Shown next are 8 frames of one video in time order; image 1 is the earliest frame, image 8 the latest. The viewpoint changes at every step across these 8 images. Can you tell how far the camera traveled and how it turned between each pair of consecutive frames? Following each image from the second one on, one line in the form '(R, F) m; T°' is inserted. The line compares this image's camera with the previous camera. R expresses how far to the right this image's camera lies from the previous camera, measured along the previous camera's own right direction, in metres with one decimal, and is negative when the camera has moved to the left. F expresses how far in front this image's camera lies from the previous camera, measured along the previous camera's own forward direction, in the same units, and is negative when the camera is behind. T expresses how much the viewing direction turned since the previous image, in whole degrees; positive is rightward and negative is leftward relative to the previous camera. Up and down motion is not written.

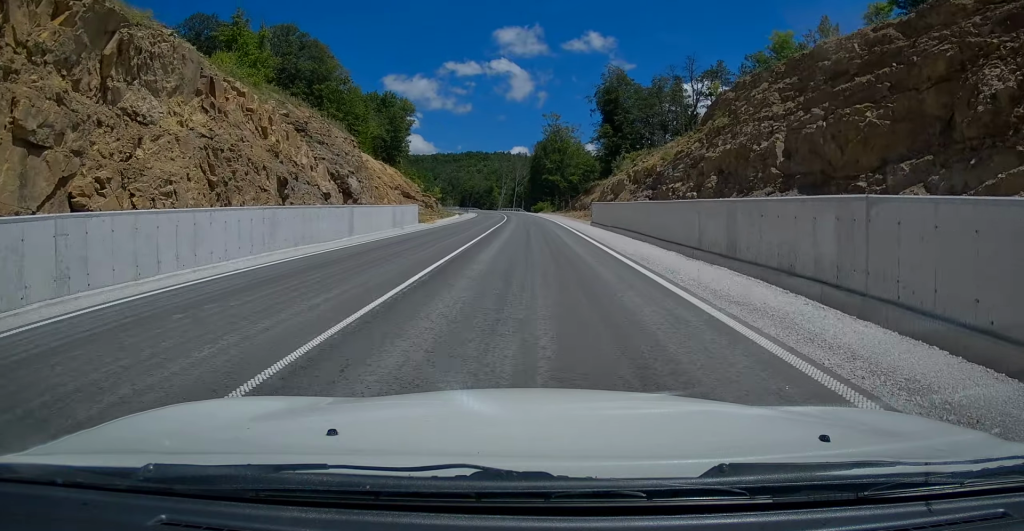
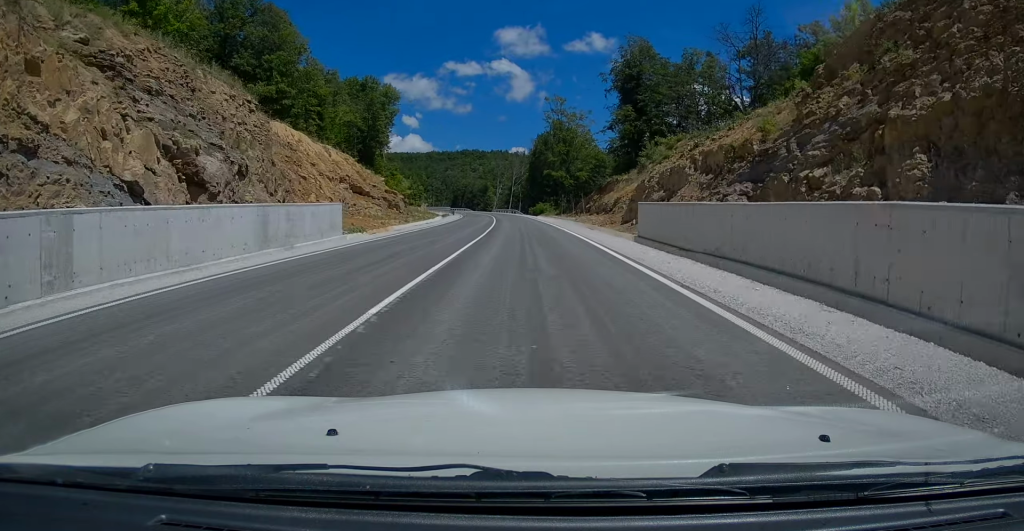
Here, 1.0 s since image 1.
(+0.1, +20.4) m; +1°
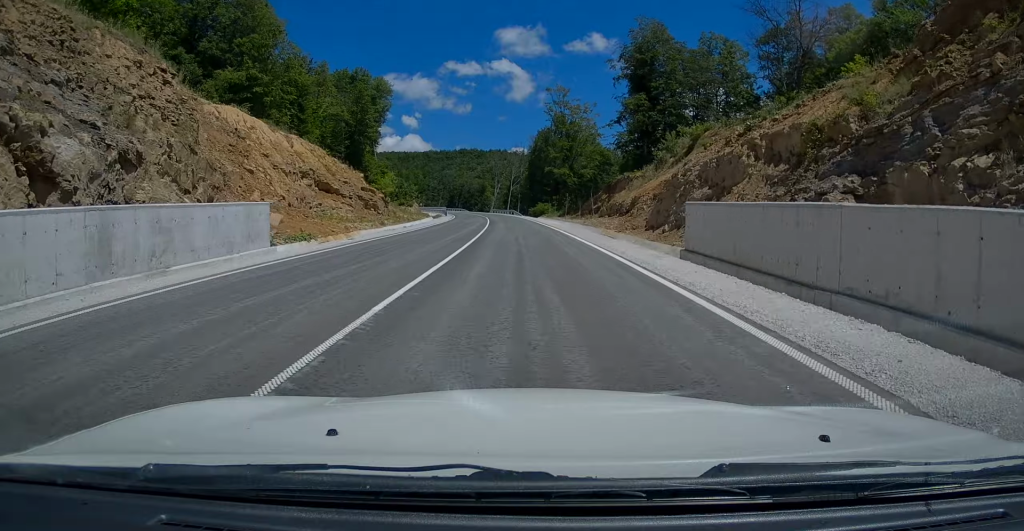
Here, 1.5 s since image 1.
(0.0, +8.6) m; 0°
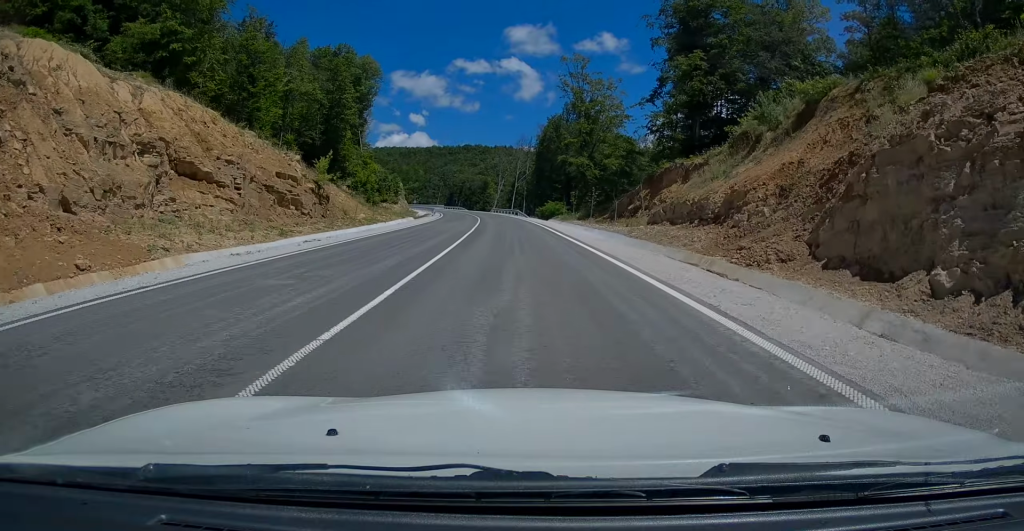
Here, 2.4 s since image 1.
(-0.1, +19.3) m; -1°
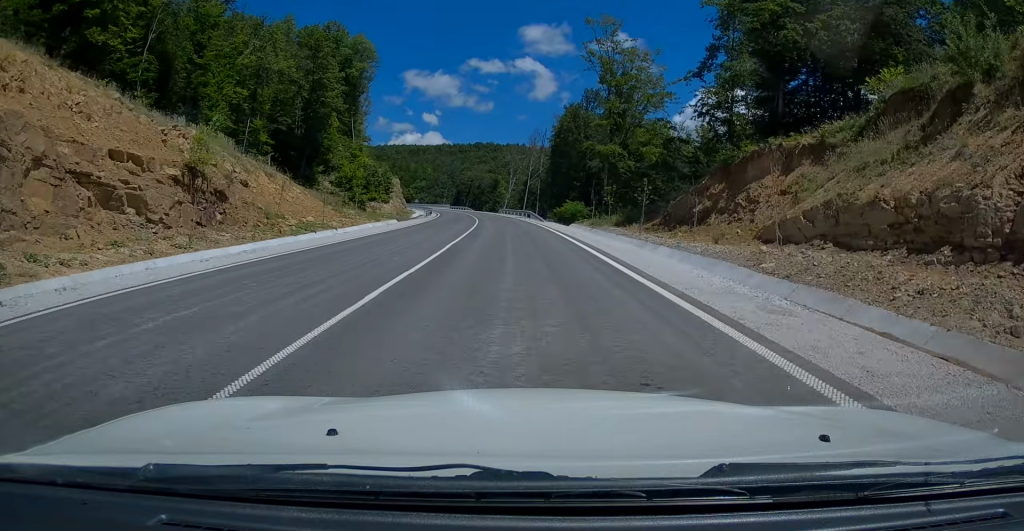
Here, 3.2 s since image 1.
(-0.2, +15.3) m; -1°
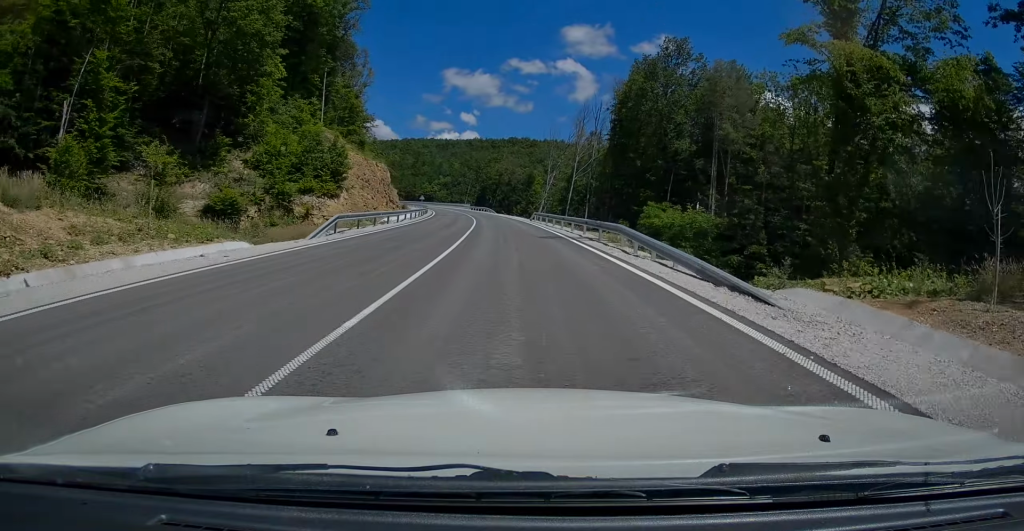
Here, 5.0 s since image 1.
(-0.7, +36.9) m; -3°
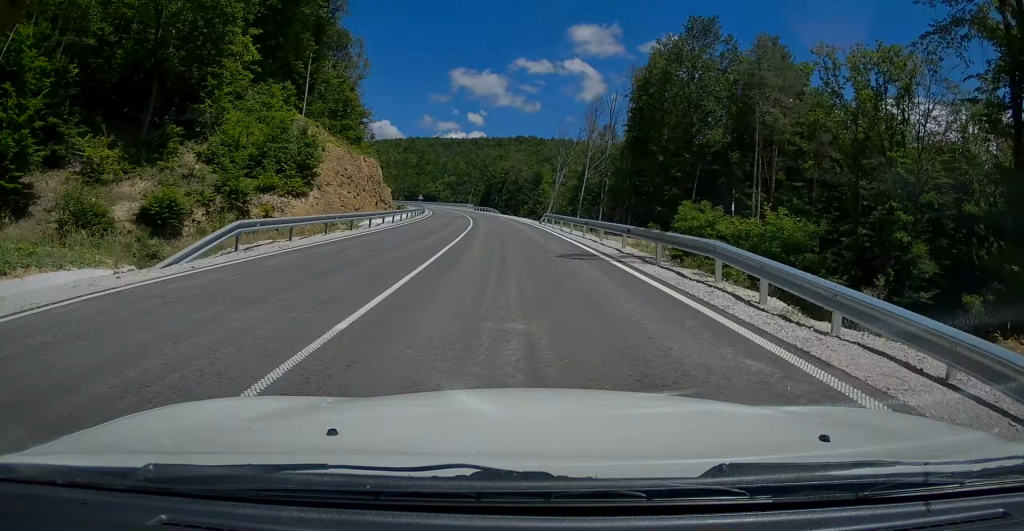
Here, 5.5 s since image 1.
(0.0, +8.9) m; -1°
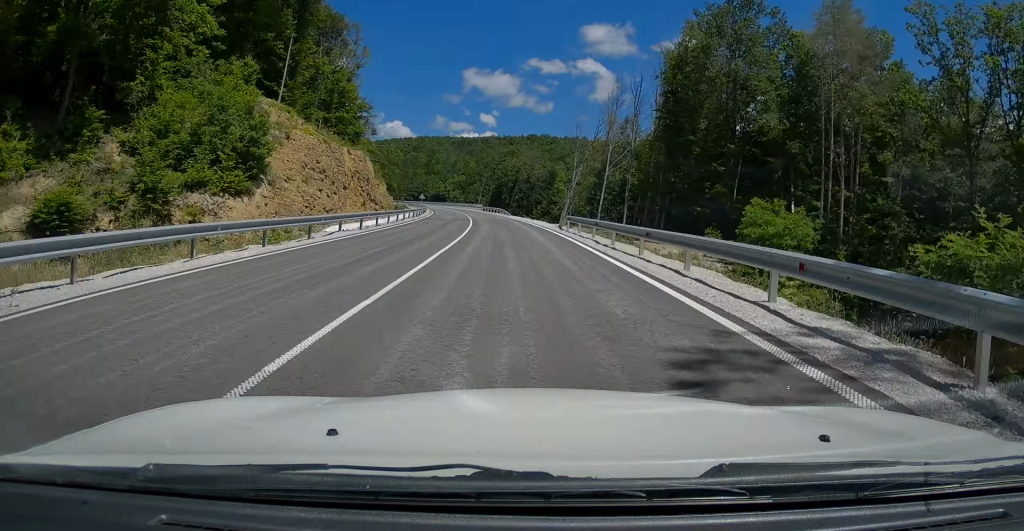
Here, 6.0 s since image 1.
(-0.2, +10.4) m; -1°
